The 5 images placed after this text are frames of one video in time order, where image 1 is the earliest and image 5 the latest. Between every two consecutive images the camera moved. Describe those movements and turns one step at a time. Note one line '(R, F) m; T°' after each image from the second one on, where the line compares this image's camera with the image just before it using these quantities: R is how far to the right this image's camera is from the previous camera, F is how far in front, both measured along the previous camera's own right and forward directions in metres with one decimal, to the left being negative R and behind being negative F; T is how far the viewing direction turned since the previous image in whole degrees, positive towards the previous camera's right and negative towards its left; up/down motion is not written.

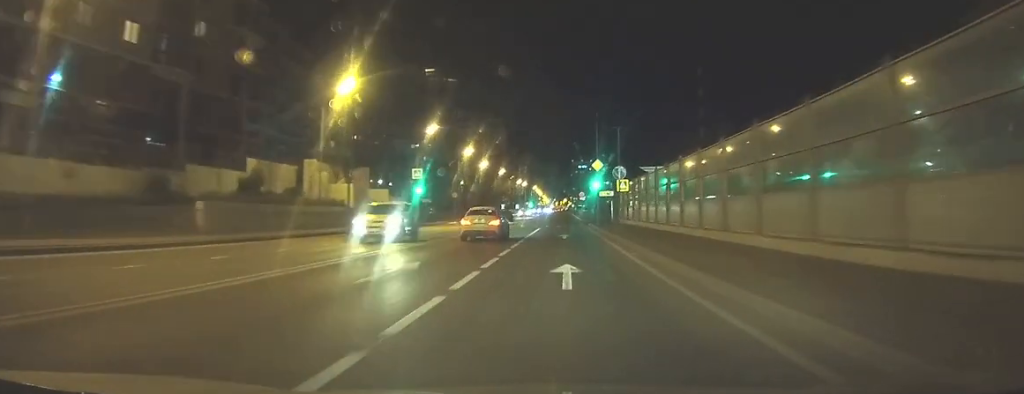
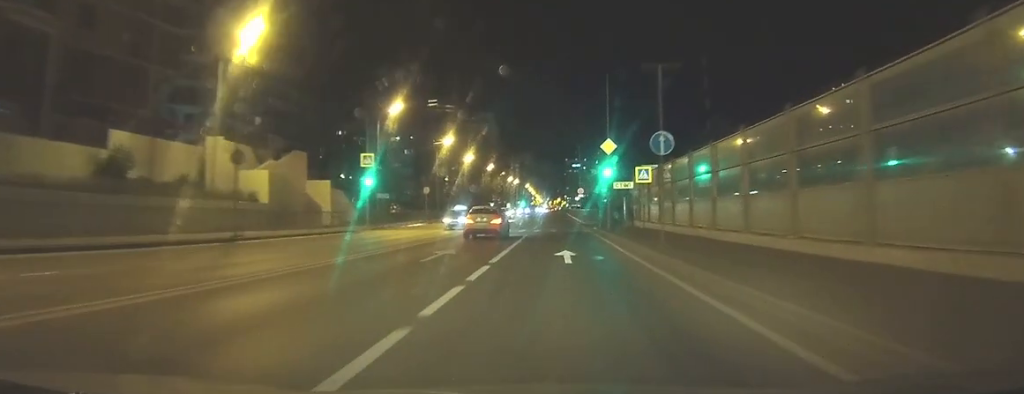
(0.0, +15.5) m; 0°
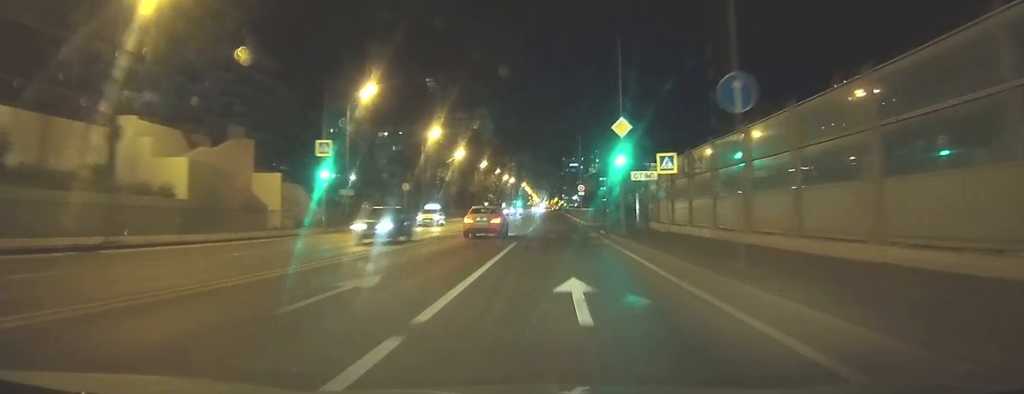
(-0.1, +9.3) m; 0°
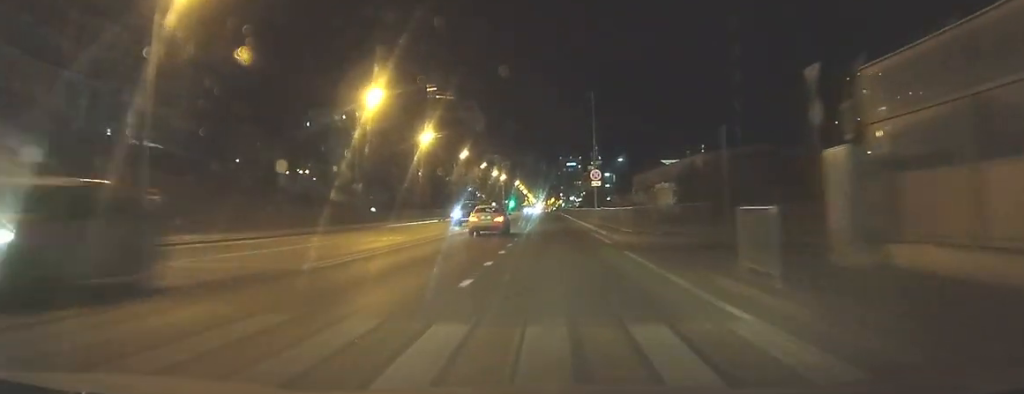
(+0.1, +30.8) m; +1°
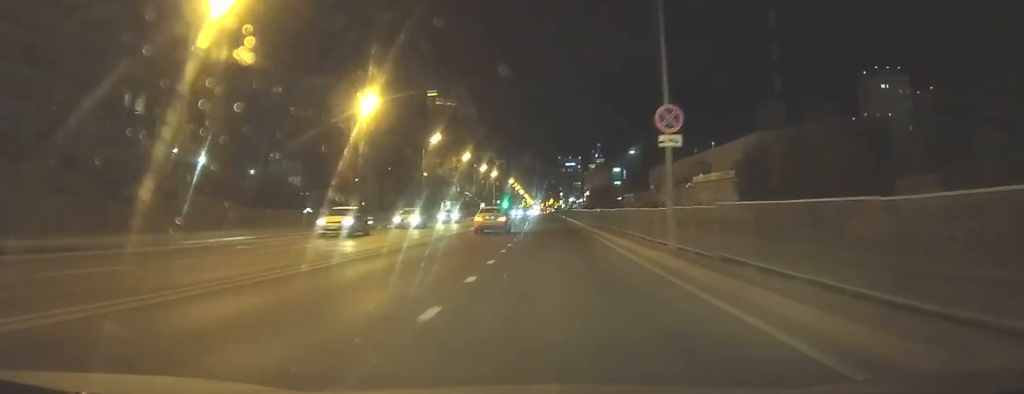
(+0.2, +28.0) m; 0°
